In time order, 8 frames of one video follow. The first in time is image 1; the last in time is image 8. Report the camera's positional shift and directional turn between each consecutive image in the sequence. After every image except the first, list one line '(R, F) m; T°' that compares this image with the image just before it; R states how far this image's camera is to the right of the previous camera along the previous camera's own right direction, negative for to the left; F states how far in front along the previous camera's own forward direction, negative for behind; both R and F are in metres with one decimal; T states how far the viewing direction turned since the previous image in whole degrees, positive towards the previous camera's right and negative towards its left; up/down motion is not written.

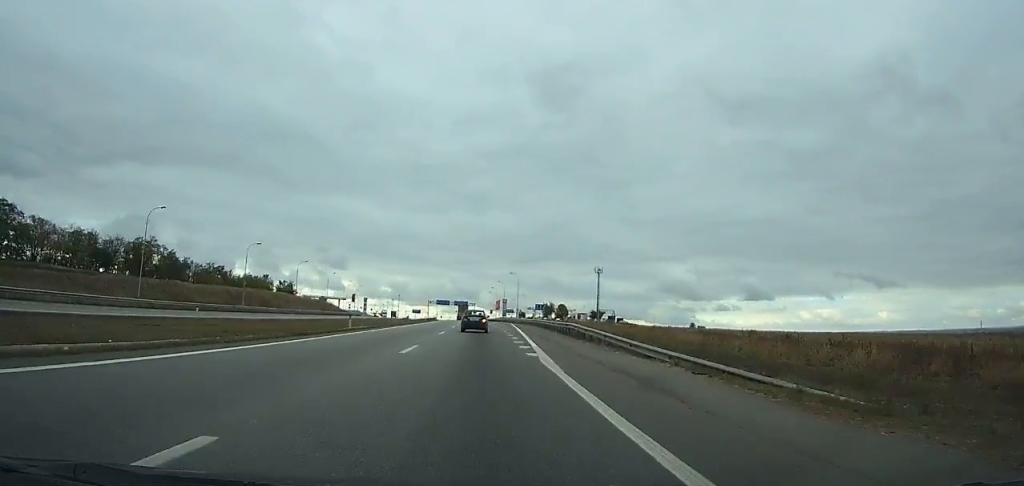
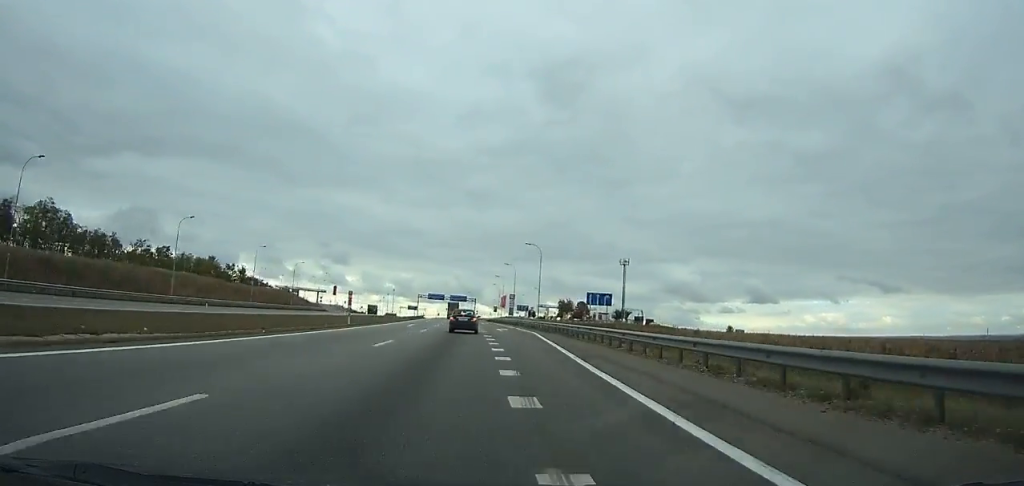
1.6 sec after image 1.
(0.0, +44.5) m; 0°
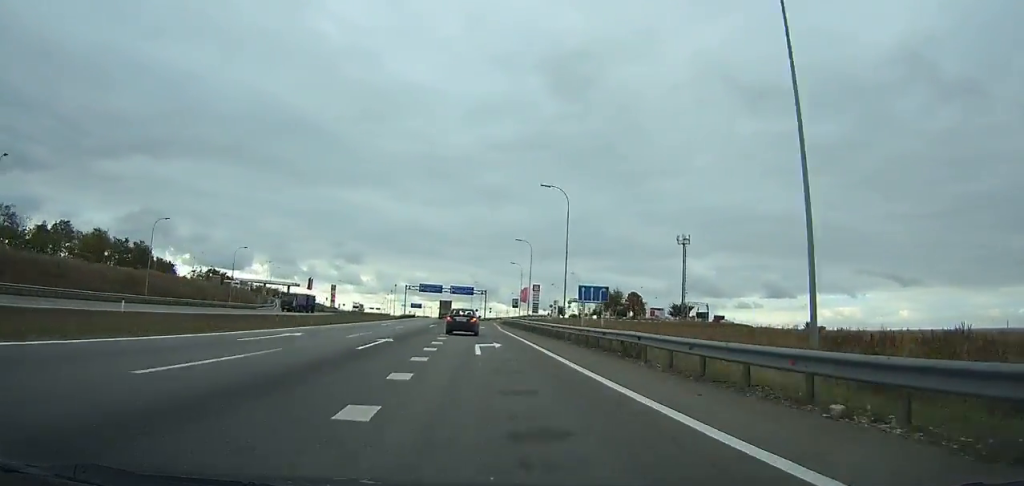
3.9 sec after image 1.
(-0.1, +60.1) m; -1°
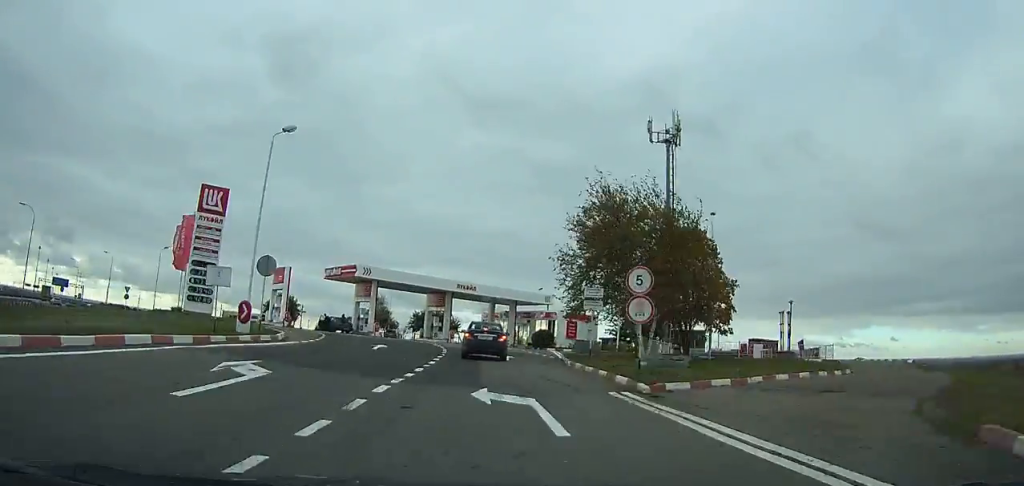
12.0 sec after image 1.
(+4.7, +138.1) m; +16°
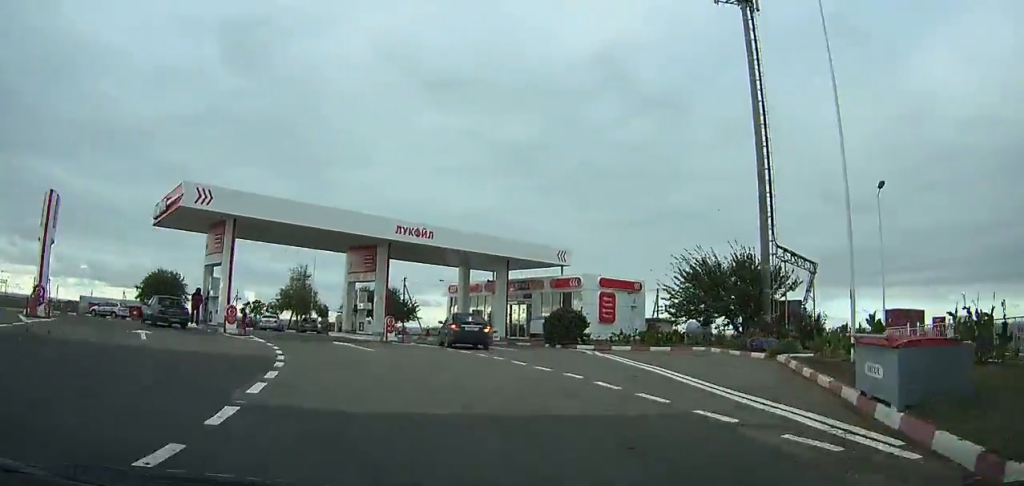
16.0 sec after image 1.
(+4.7, +32.9) m; +14°
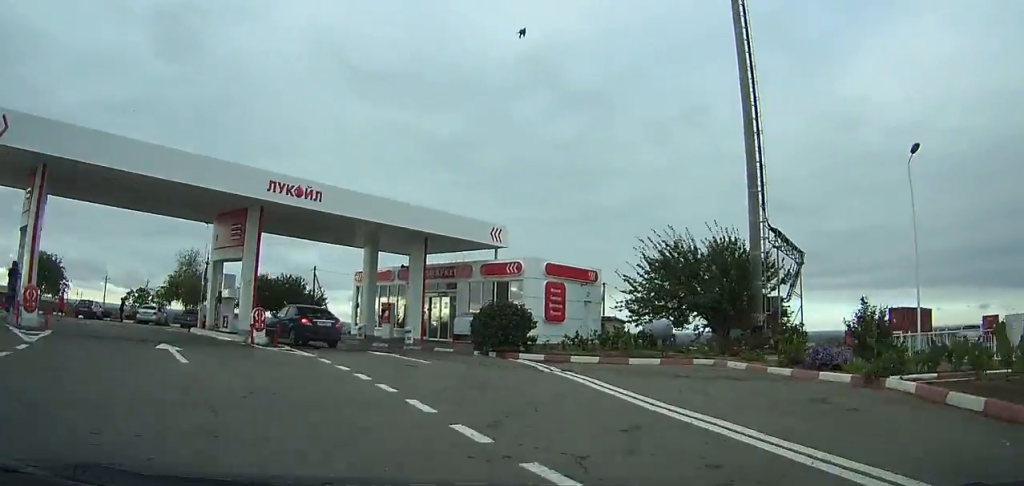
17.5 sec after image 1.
(+0.5, +7.1) m; -1°
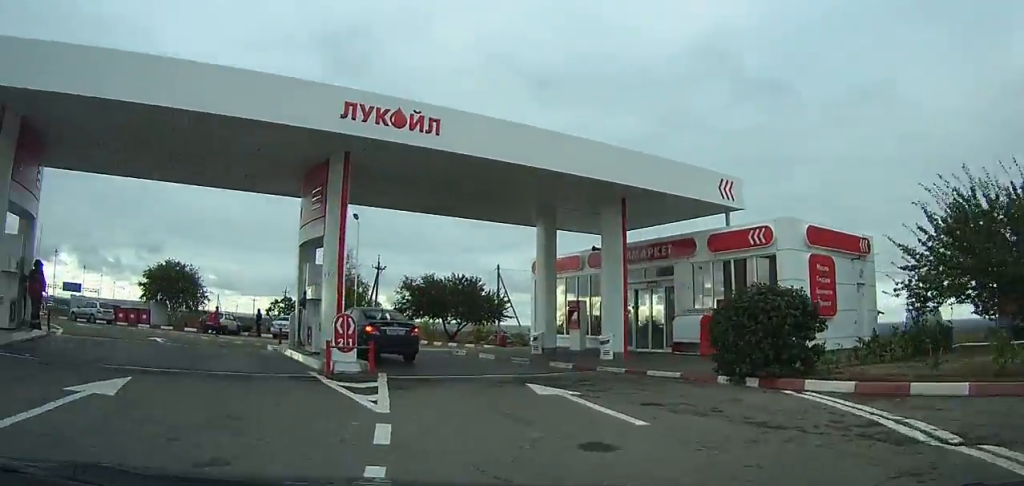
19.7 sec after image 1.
(+0.2, +8.9) m; -9°
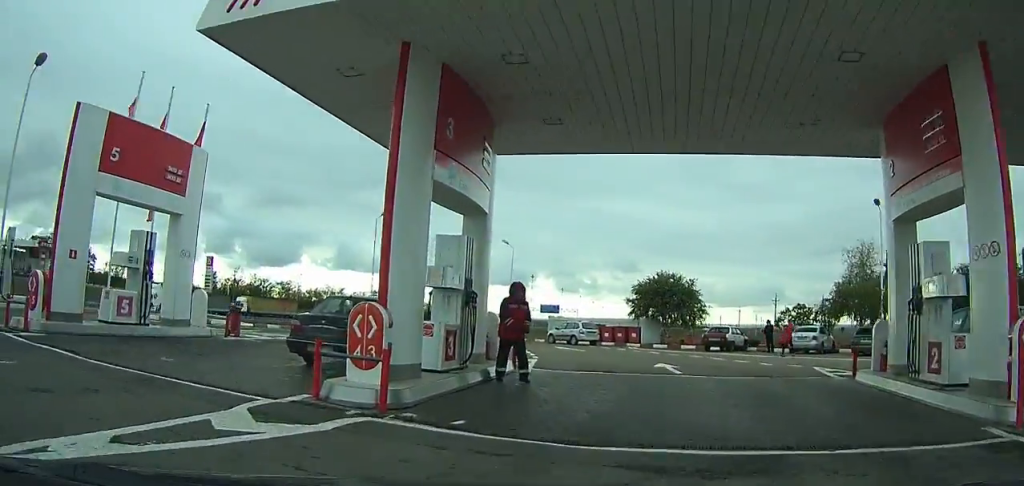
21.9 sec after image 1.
(-0.5, +6.1) m; -21°
